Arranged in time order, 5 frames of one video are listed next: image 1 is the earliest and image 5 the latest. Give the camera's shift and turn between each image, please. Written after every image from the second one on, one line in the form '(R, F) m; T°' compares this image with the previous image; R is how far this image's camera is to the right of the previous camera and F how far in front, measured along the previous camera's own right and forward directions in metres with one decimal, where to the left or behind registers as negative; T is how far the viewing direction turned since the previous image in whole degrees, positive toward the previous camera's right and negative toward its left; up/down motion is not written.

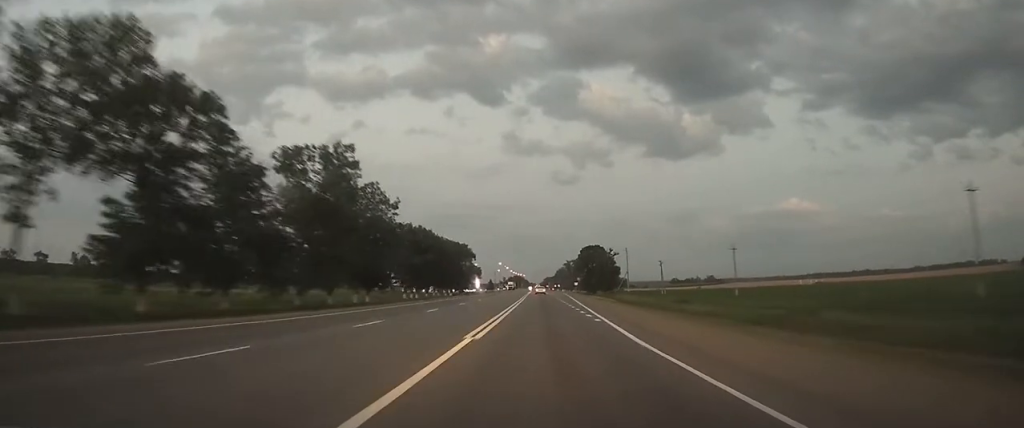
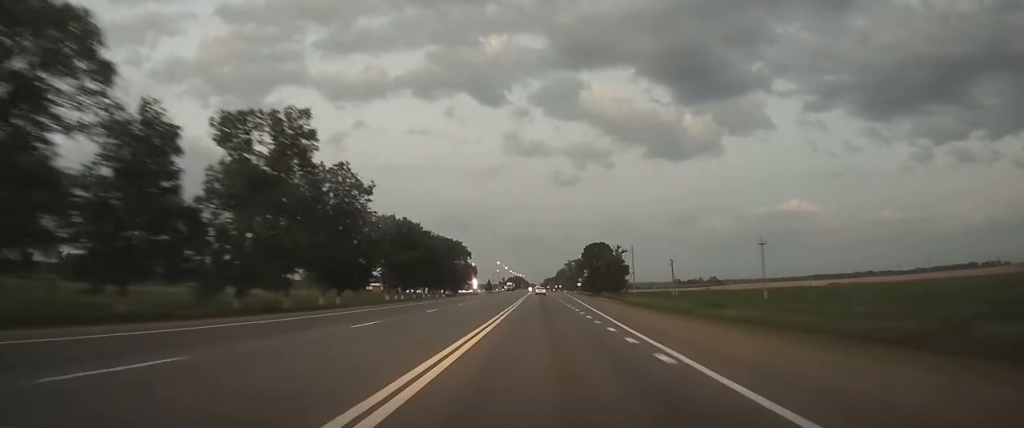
(0.0, +12.2) m; 0°
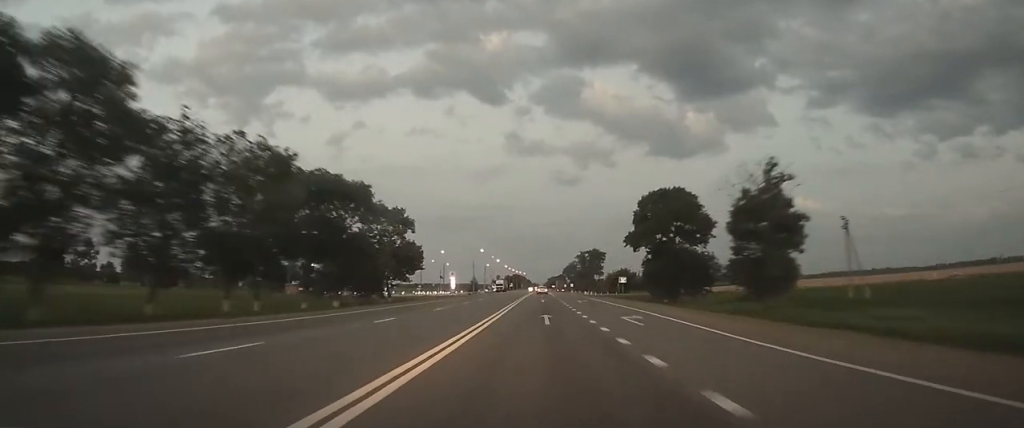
(+0.1, +80.3) m; 0°
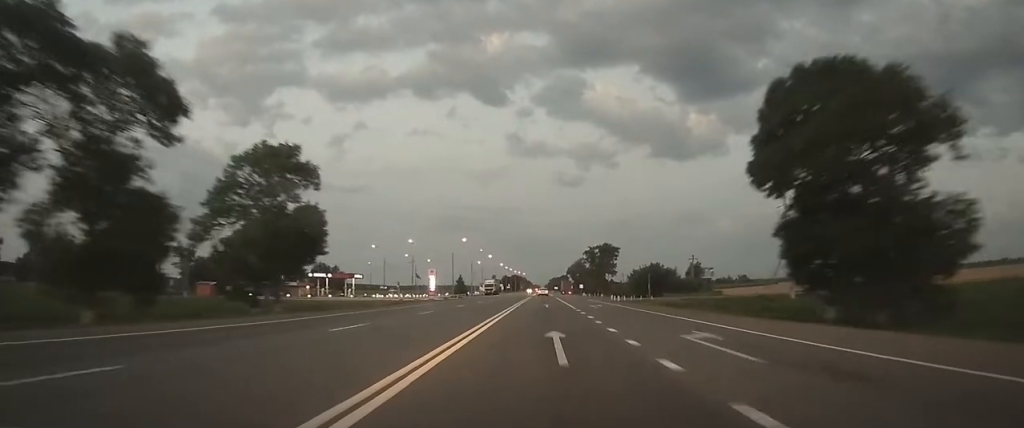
(-0.2, +40.7) m; 0°
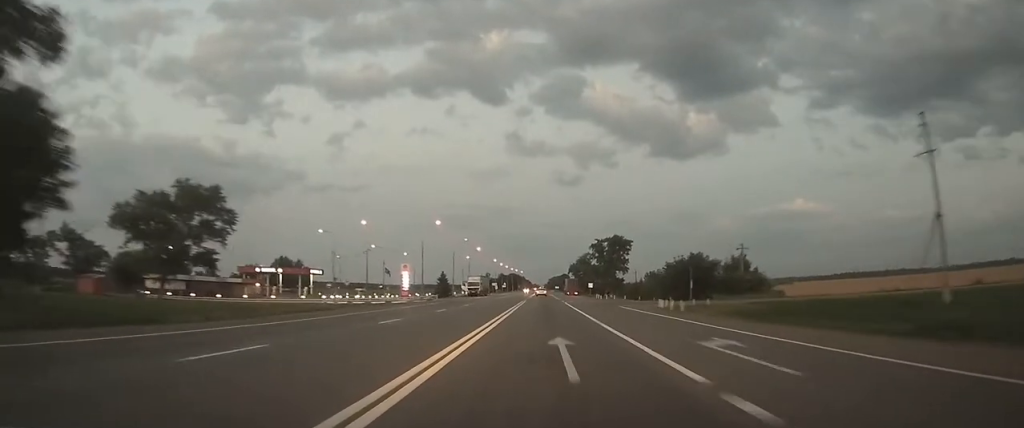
(+0.1, +31.3) m; 0°
